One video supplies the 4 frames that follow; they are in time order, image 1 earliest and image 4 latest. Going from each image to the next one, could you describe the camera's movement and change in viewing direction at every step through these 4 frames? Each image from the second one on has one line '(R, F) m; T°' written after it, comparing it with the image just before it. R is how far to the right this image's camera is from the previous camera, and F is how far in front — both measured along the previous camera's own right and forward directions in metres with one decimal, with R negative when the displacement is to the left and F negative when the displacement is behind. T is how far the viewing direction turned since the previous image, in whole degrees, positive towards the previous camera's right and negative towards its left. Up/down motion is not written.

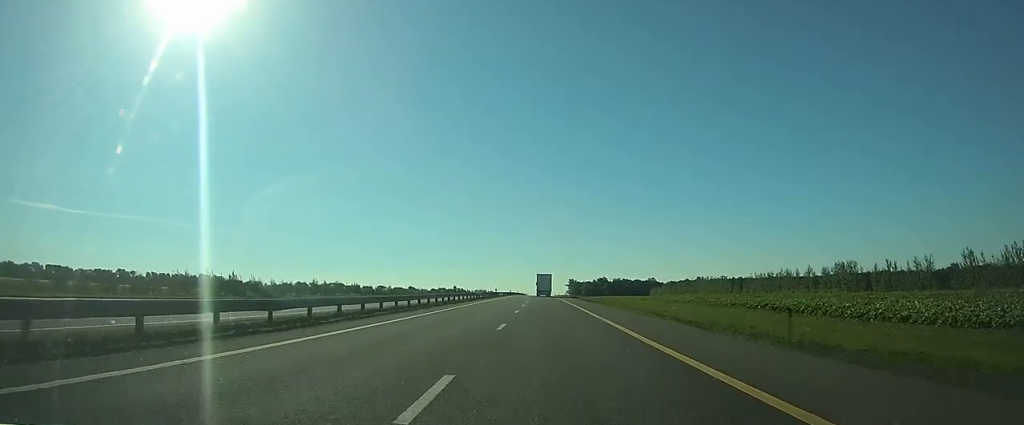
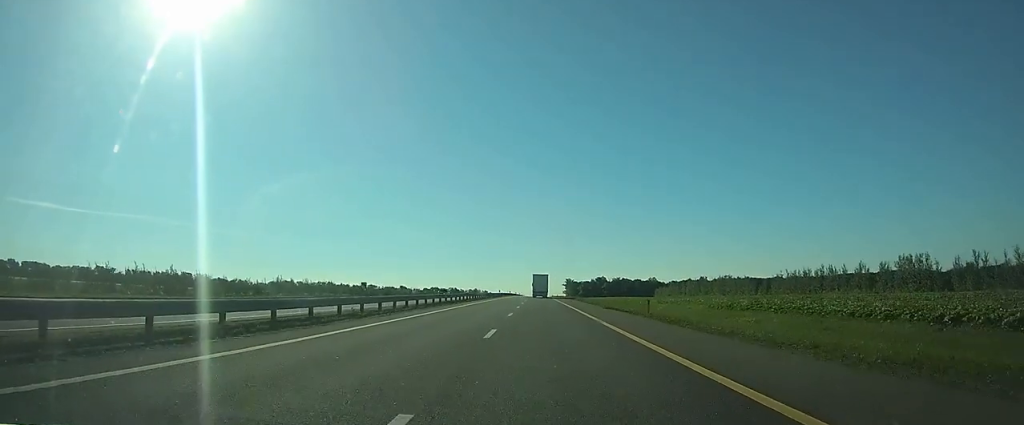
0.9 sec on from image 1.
(0.0, +26.4) m; 0°
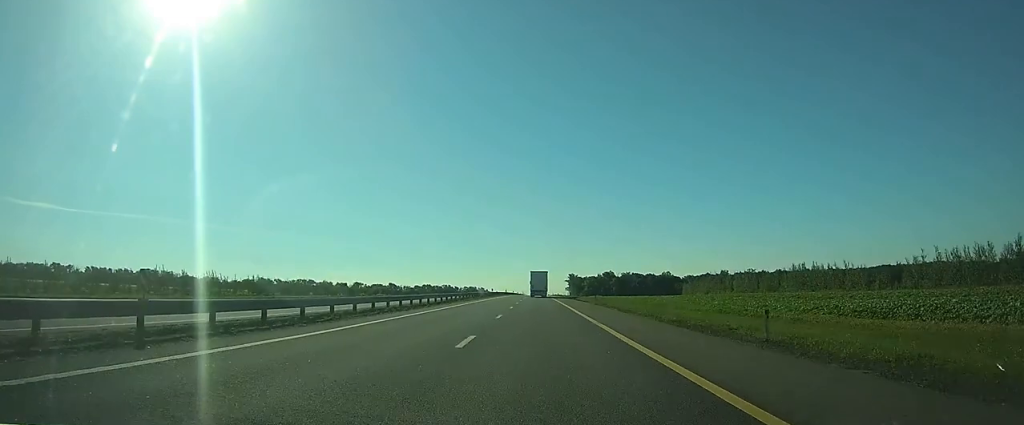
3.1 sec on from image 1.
(+0.7, +62.4) m; +1°
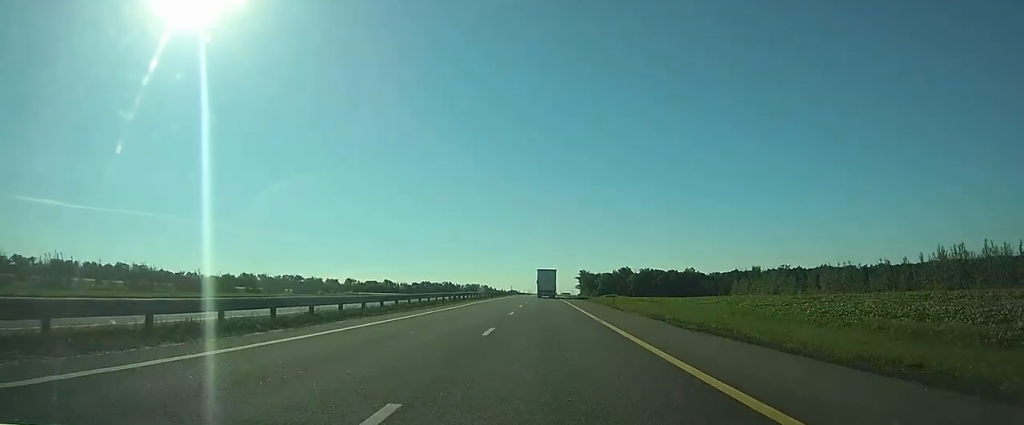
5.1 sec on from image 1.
(-0.2, +56.9) m; 0°
